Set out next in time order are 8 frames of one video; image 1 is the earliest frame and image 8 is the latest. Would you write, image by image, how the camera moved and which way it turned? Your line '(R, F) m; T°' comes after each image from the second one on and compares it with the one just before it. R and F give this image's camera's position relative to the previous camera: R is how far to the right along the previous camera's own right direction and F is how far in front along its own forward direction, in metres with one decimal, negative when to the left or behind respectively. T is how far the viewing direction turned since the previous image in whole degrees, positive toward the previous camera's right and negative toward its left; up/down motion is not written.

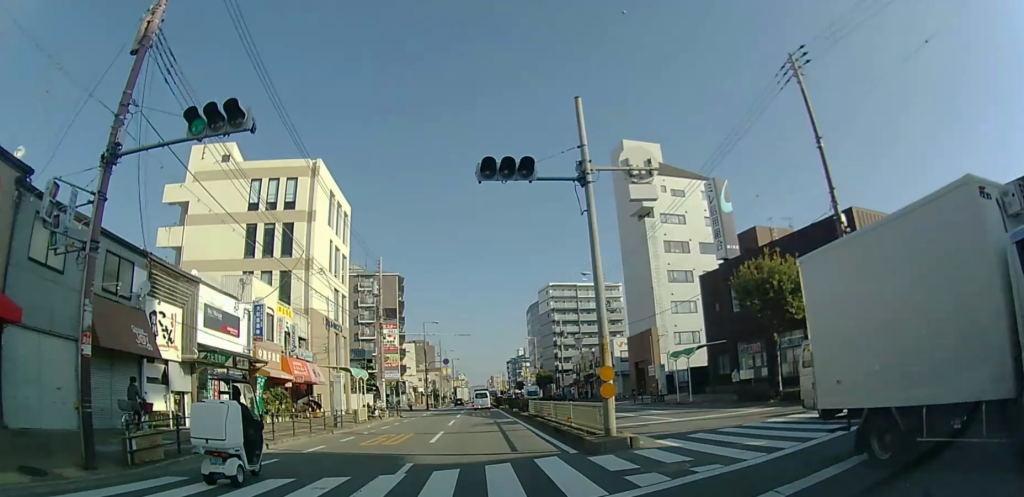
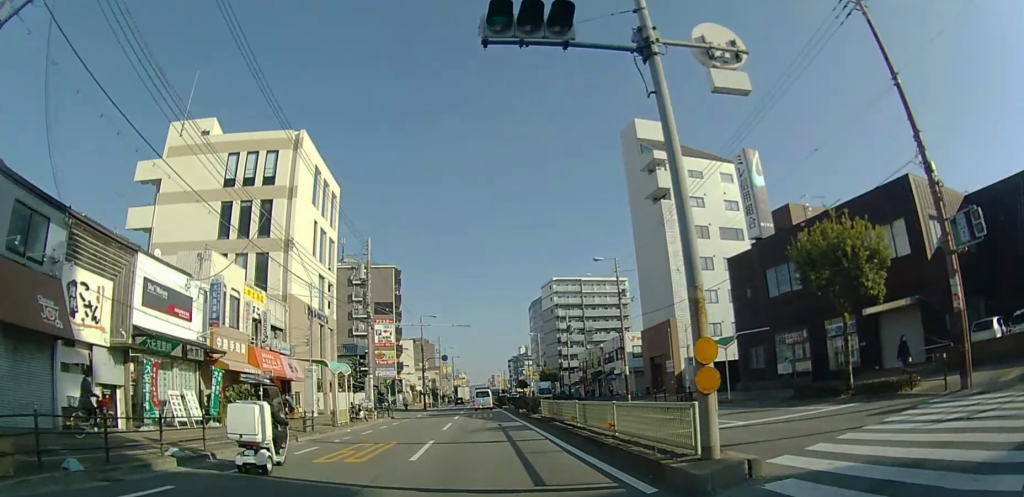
(0.0, +4.3) m; +1°
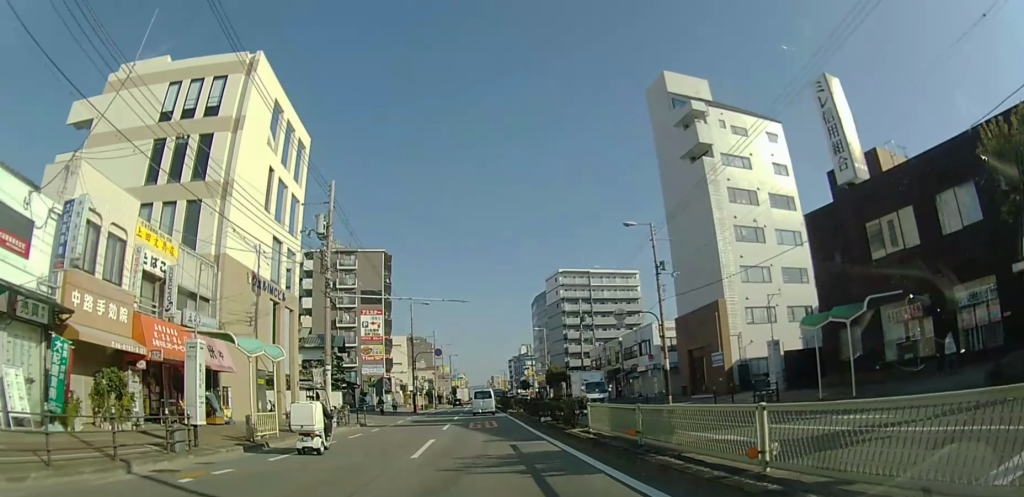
(+0.2, +6.6) m; +3°
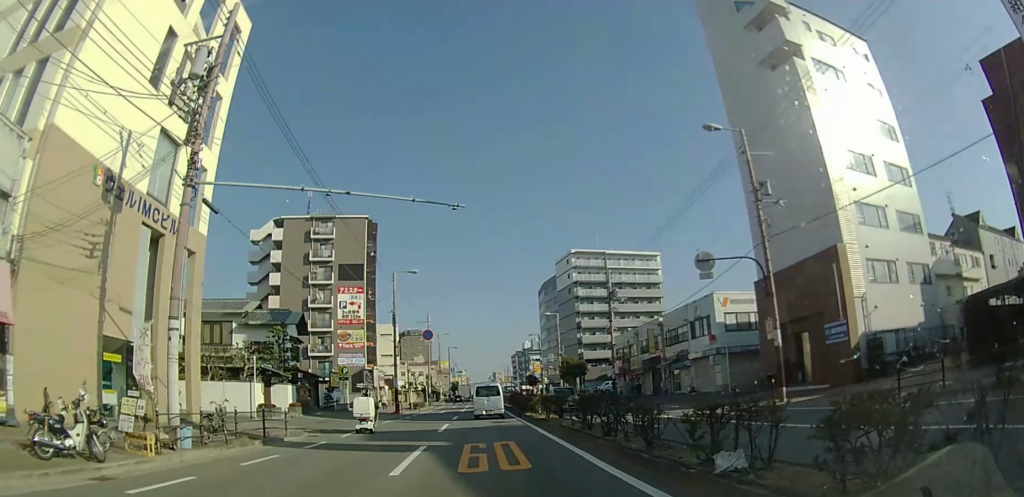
(+0.1, +13.8) m; 0°
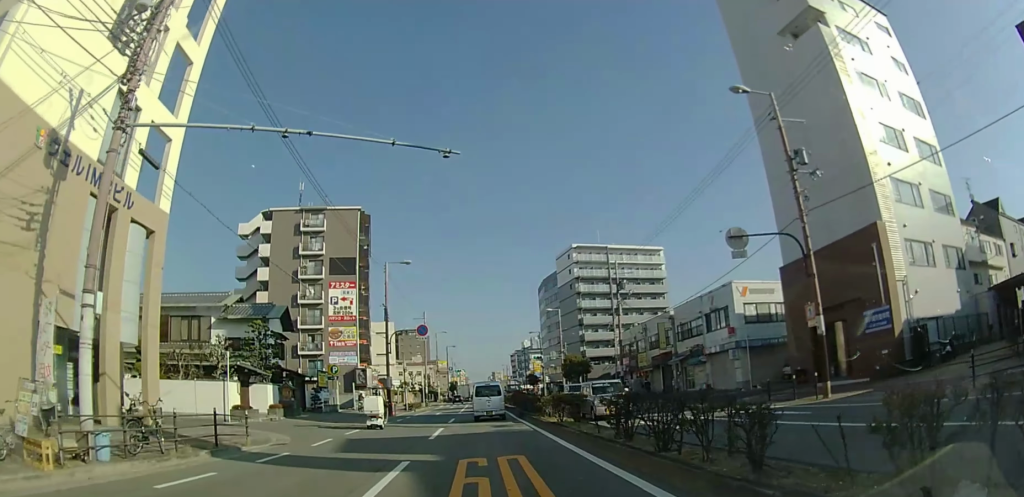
(0.0, +3.8) m; -1°
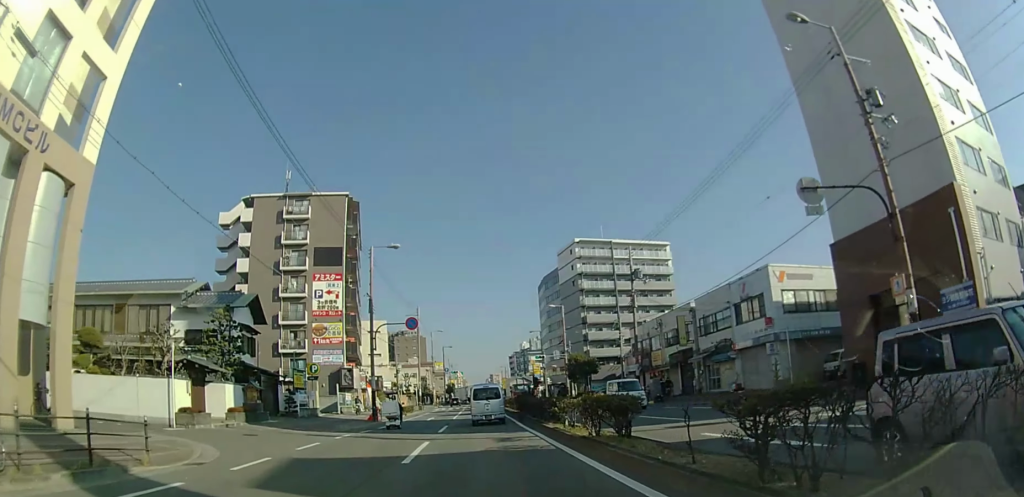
(0.0, +5.9) m; -1°
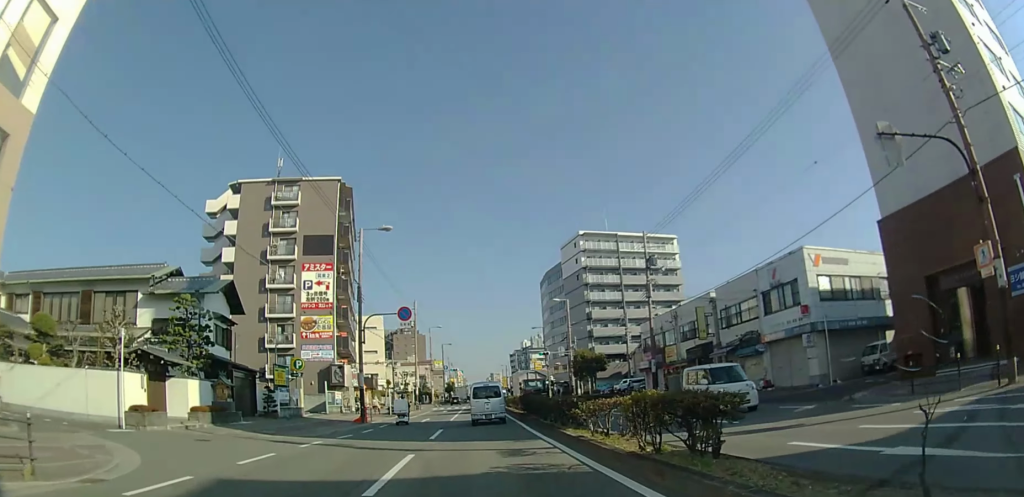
(-0.1, +4.1) m; 0°
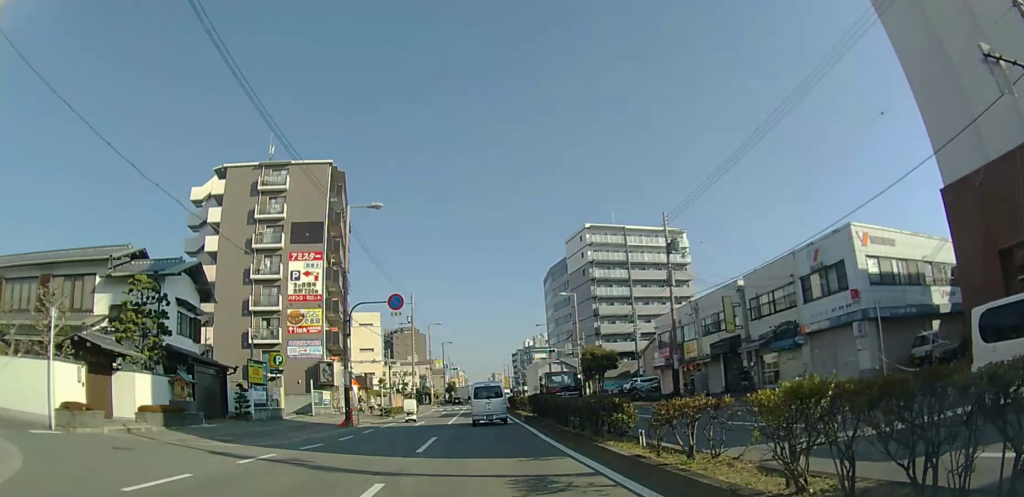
(0.0, +4.4) m; 0°
